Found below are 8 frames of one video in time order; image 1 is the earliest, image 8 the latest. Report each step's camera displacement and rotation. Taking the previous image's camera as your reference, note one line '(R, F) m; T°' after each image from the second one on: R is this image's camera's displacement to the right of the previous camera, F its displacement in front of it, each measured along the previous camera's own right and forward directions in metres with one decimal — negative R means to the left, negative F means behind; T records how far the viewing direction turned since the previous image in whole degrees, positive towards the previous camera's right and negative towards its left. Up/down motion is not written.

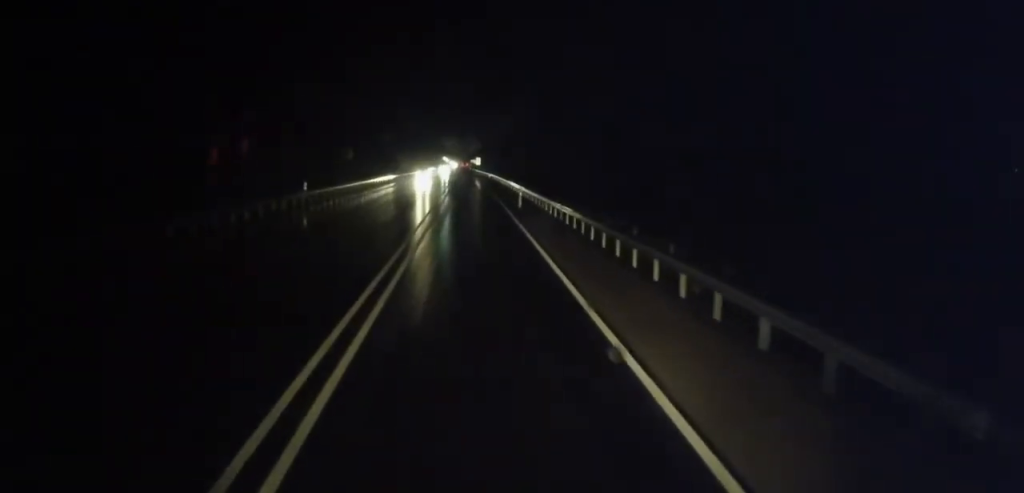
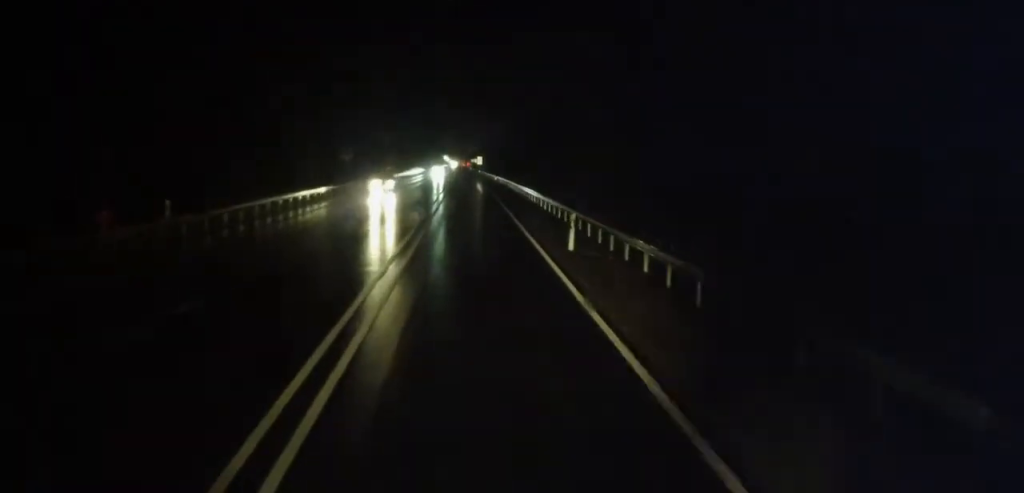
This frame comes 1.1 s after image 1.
(0.0, +19.1) m; +1°
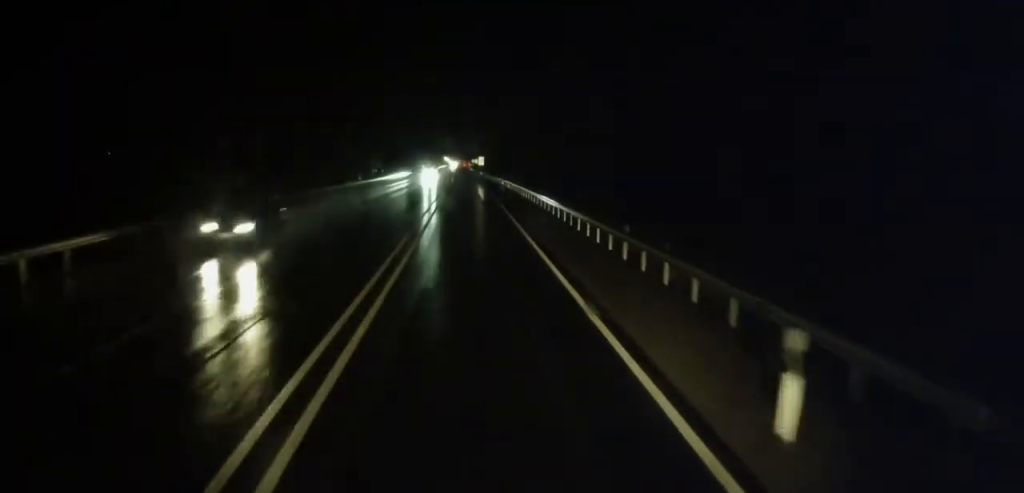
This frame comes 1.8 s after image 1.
(+0.1, +13.7) m; 0°
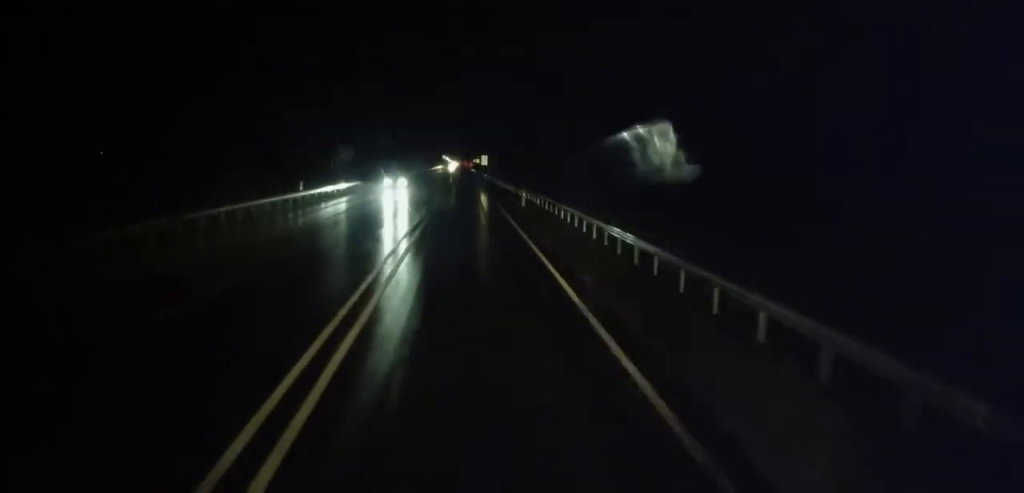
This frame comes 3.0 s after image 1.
(0.0, +21.4) m; 0°
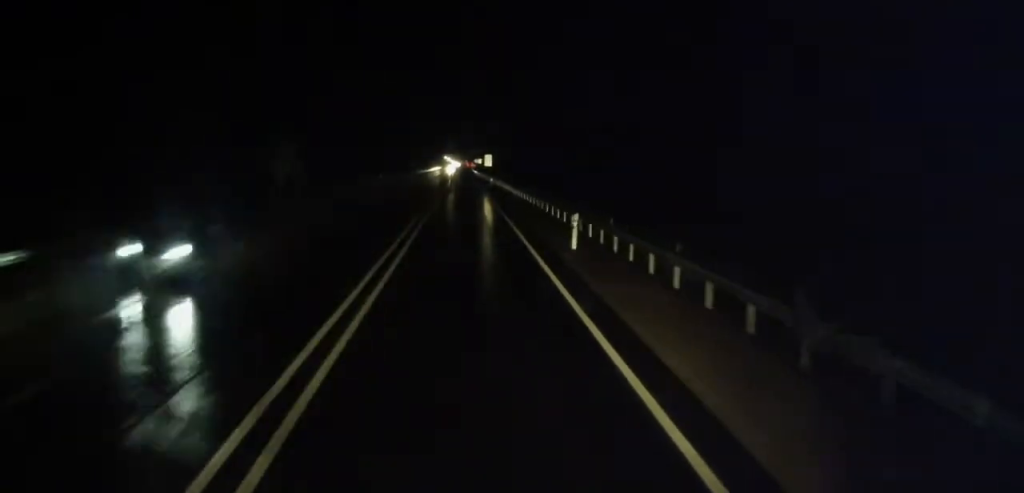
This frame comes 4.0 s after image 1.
(0.0, +17.7) m; 0°
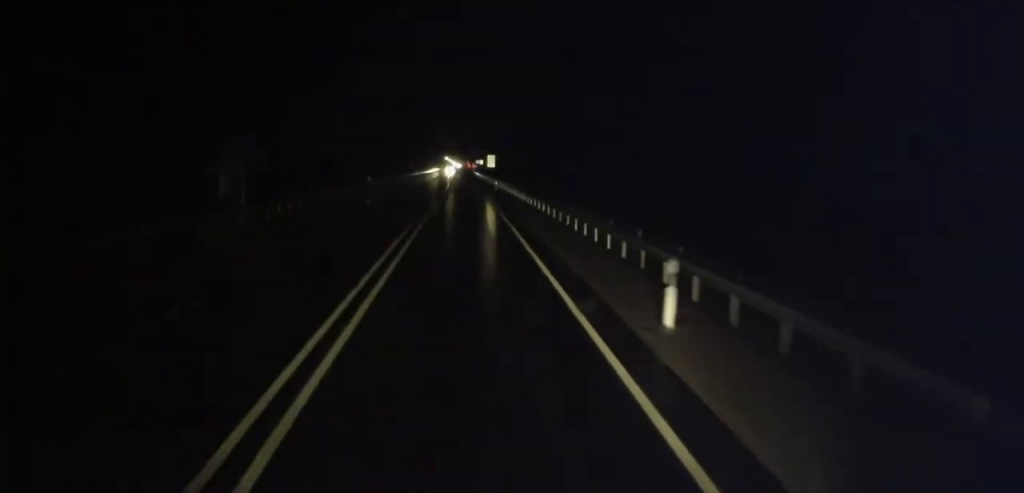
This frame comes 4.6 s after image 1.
(+0.1, +9.3) m; 0°
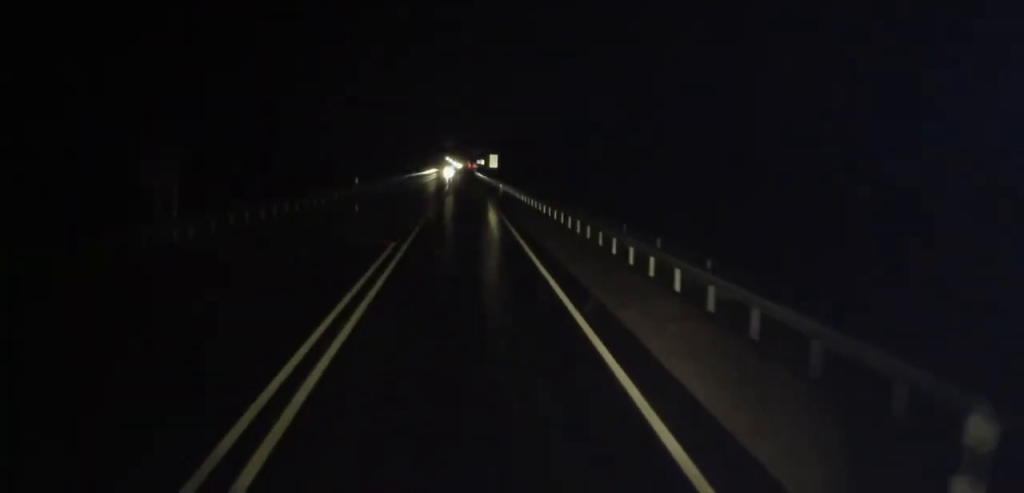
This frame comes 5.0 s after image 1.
(-0.1, +6.9) m; 0°
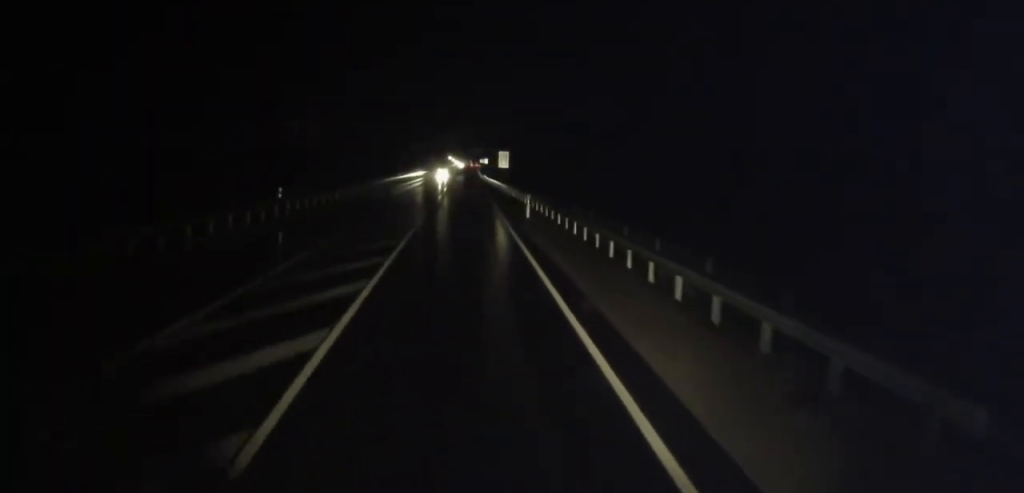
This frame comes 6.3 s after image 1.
(0.0, +22.6) m; 0°
